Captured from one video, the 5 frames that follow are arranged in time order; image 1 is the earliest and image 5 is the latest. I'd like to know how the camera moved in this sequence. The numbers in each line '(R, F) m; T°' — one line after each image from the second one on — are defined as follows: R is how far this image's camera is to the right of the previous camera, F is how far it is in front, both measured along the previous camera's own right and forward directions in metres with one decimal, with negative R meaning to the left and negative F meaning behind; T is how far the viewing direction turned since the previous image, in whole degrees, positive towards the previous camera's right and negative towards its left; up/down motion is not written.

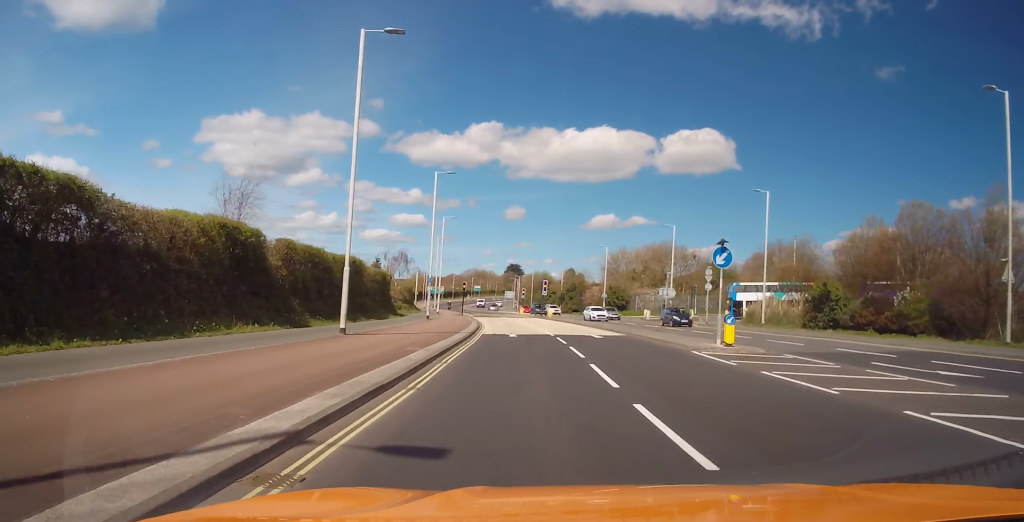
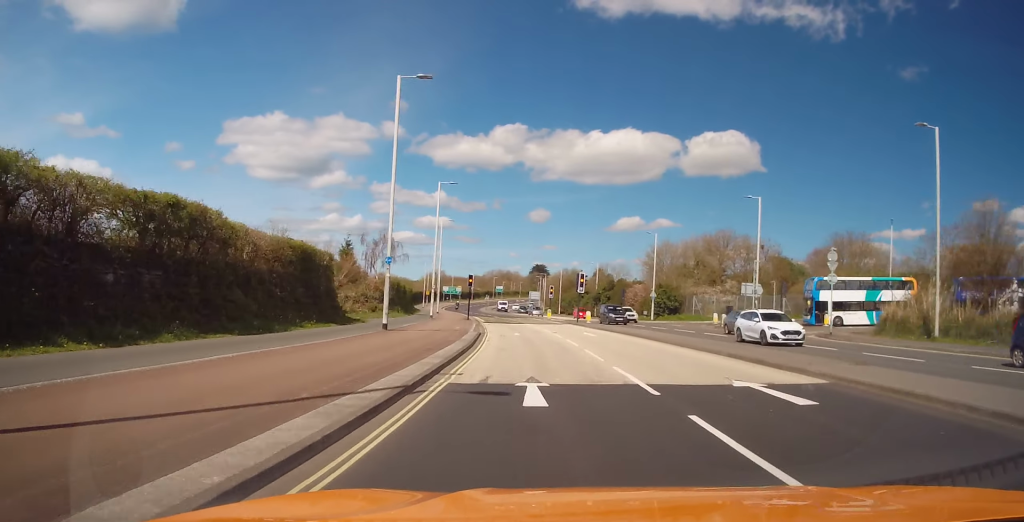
(-0.6, +18.6) m; -2°
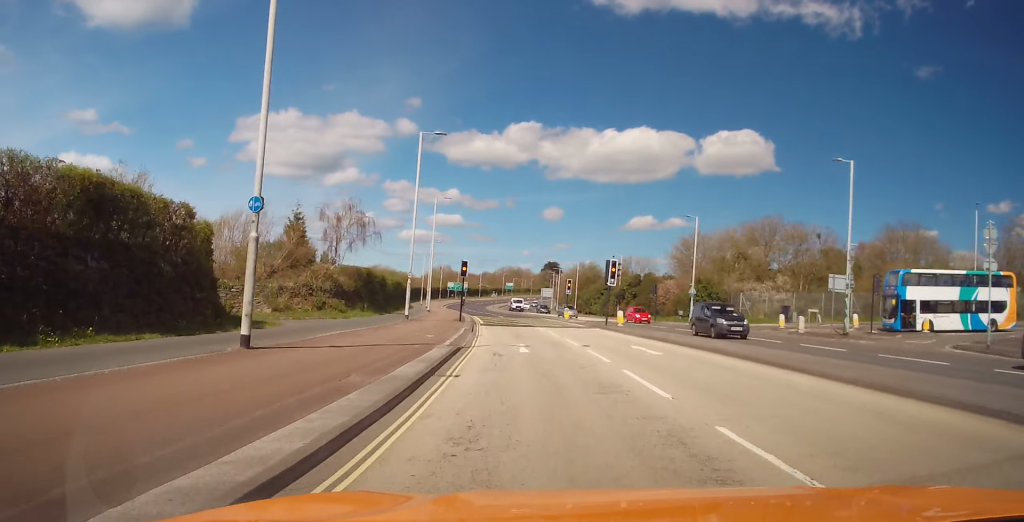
(-0.1, +12.5) m; -1°
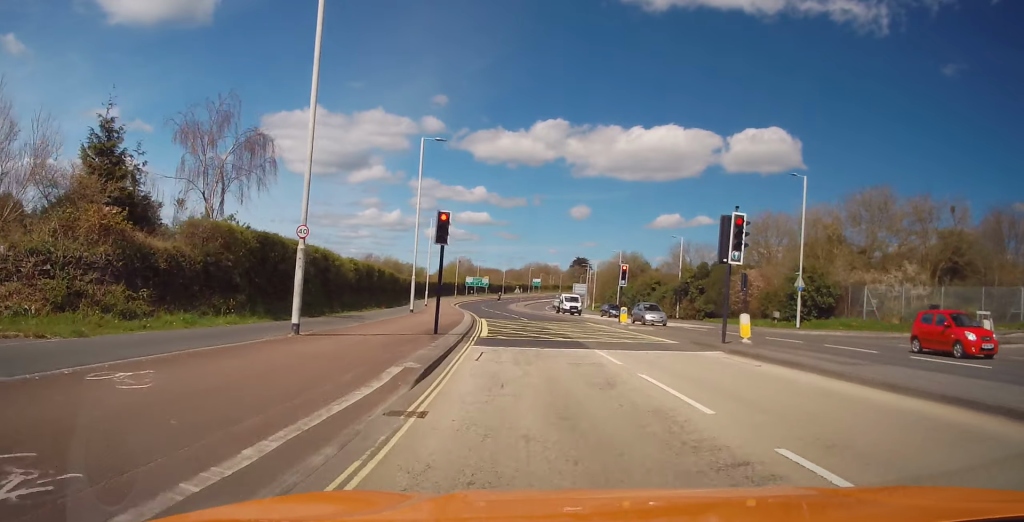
(-0.5, +19.6) m; -2°
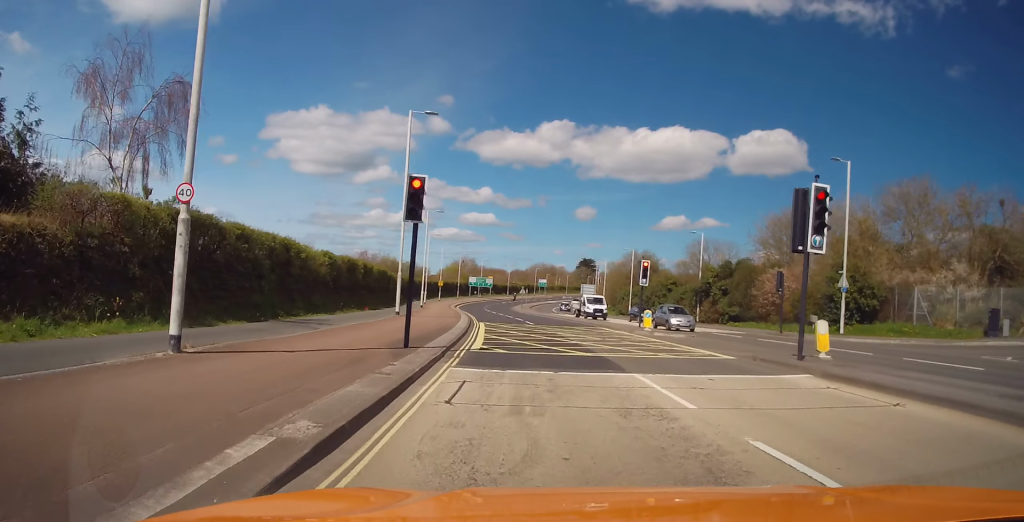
(0.0, +5.9) m; -3°
